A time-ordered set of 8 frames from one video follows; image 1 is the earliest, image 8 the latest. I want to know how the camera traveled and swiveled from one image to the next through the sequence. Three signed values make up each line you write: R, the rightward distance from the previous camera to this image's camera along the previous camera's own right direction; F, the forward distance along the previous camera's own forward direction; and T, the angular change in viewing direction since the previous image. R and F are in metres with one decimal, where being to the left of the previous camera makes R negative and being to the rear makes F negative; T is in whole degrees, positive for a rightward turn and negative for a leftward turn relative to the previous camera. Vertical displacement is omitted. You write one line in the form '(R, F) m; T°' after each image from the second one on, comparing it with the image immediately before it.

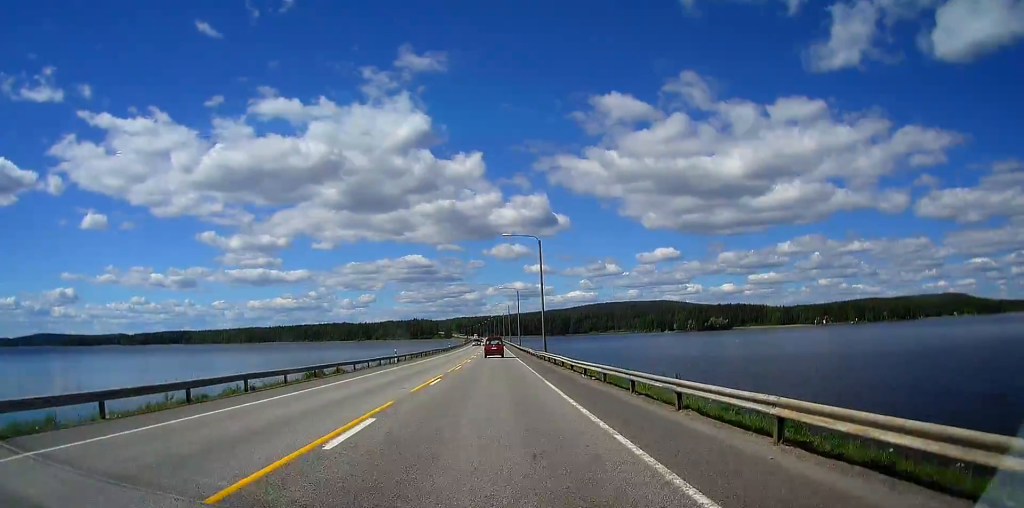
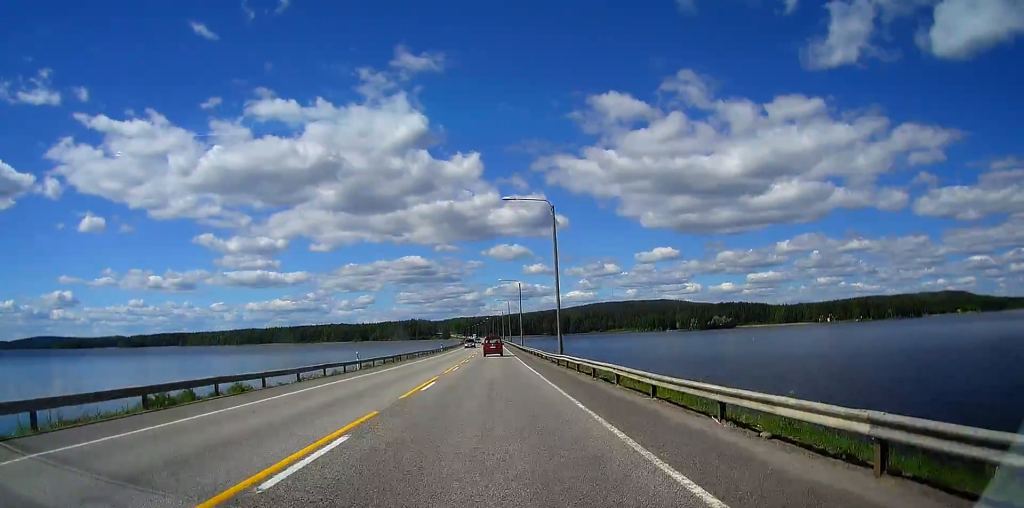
(-0.3, +14.2) m; 0°
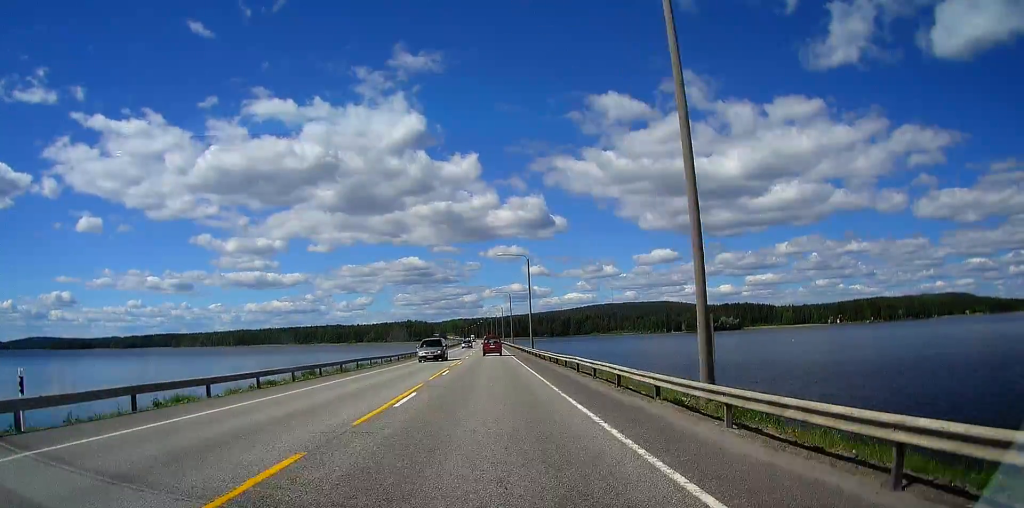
(+0.2, +28.3) m; +1°
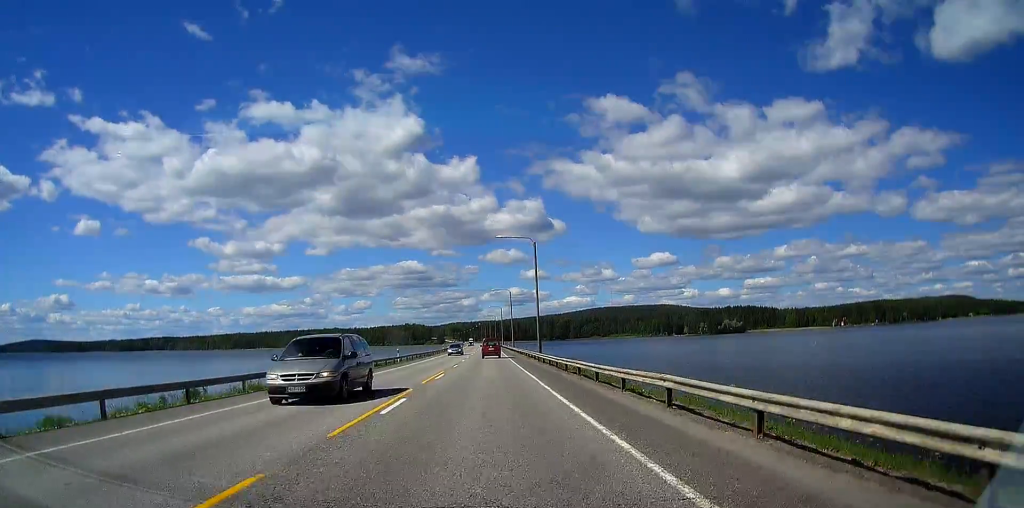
(0.0, +13.1) m; 0°
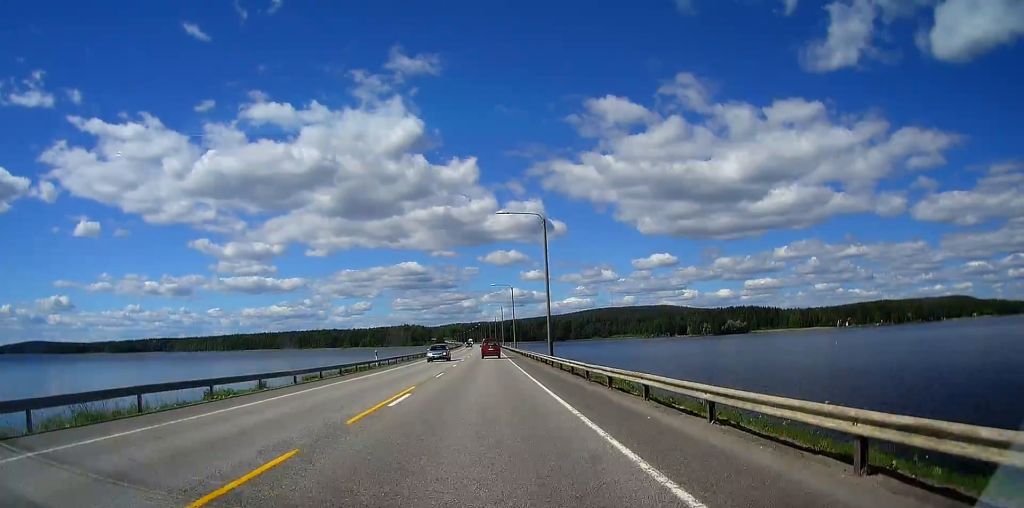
(0.0, +10.4) m; 0°
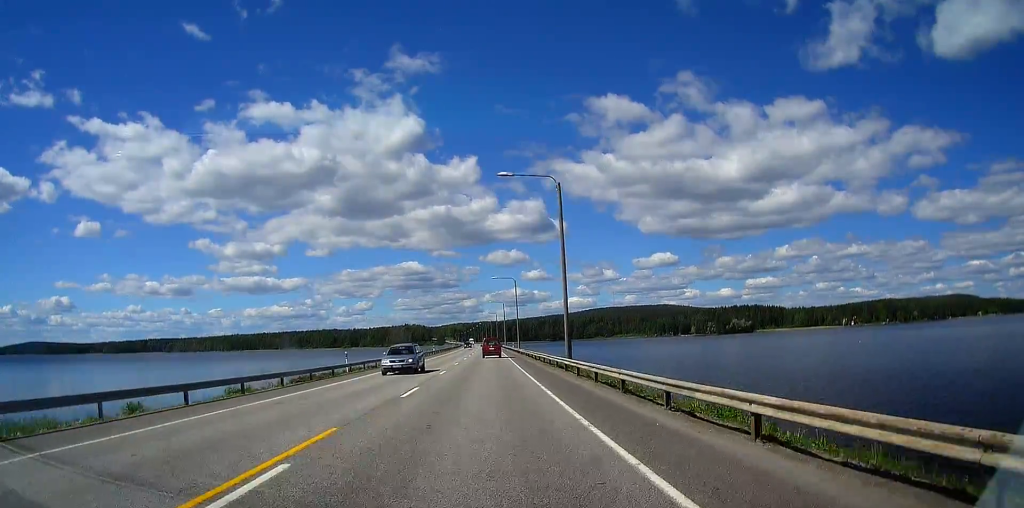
(0.0, +9.6) m; 0°
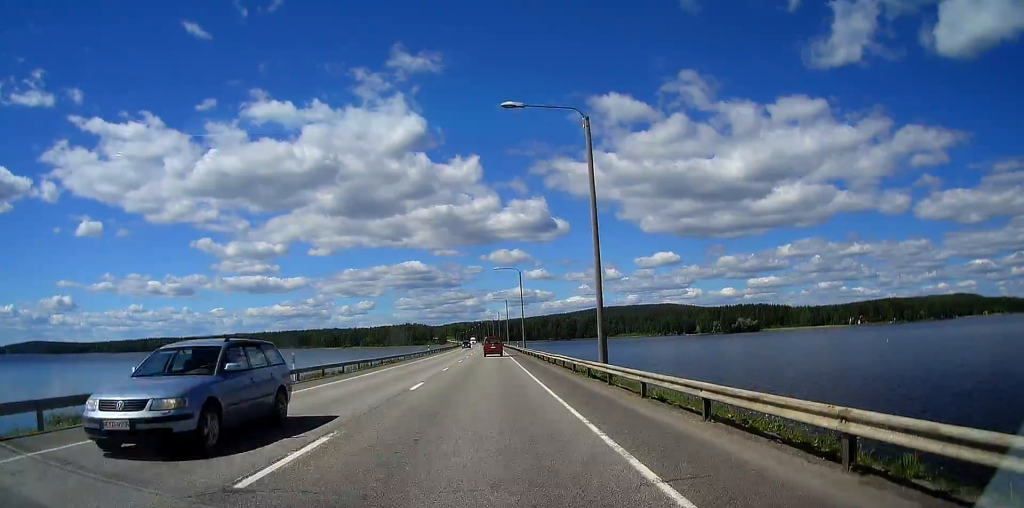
(0.0, +10.1) m; 0°
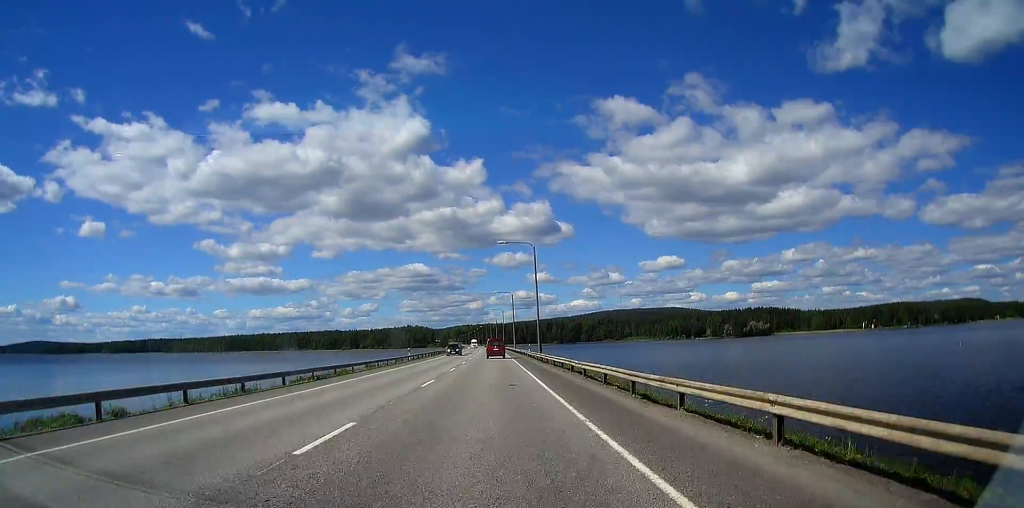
(-0.3, +22.1) m; -1°
